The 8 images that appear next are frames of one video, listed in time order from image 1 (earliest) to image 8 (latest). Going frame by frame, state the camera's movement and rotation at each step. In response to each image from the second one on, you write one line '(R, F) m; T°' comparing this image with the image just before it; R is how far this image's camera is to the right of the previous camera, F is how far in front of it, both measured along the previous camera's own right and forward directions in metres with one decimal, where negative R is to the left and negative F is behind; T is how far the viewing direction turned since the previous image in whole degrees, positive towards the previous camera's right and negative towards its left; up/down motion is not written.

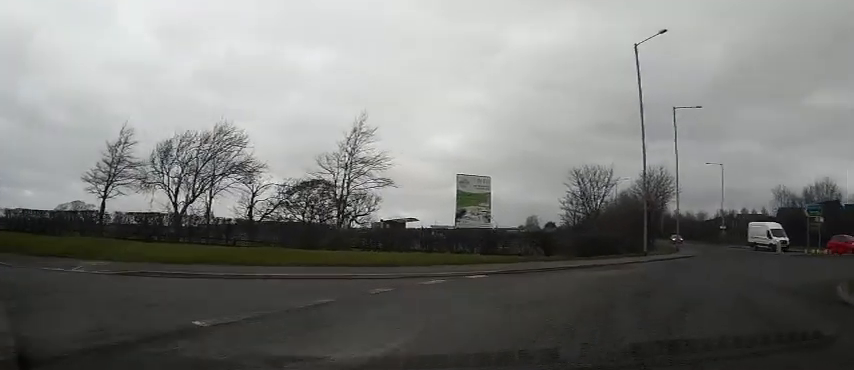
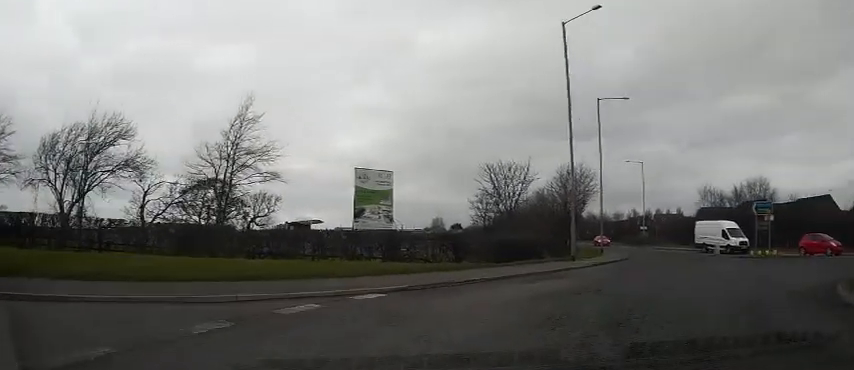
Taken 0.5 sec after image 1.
(0.0, +3.7) m; +12°
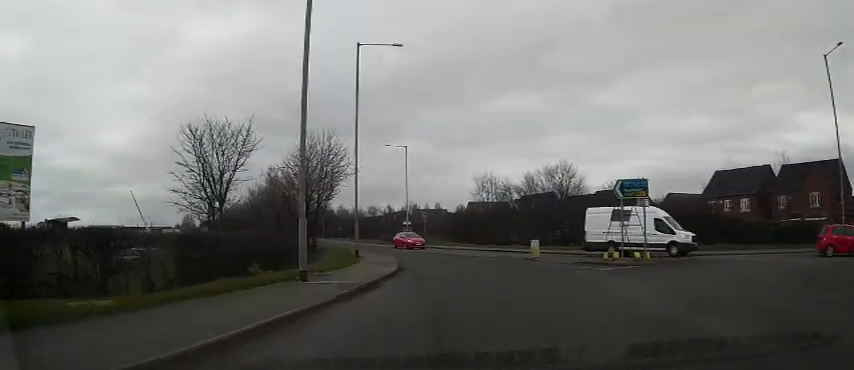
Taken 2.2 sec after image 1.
(+3.5, +11.3) m; +24°
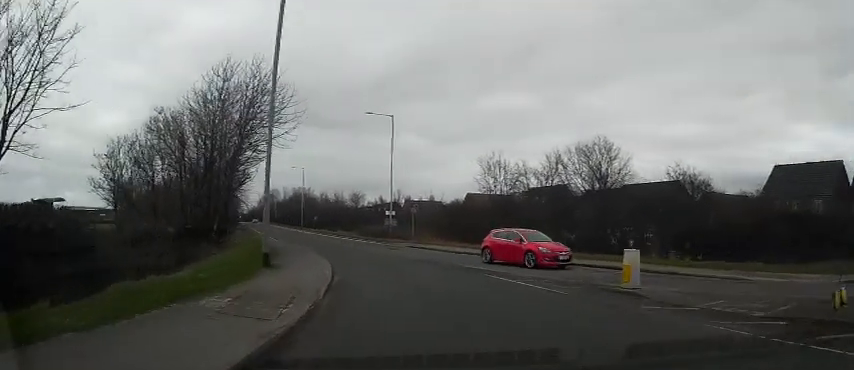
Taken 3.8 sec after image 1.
(+1.0, +13.4) m; +3°
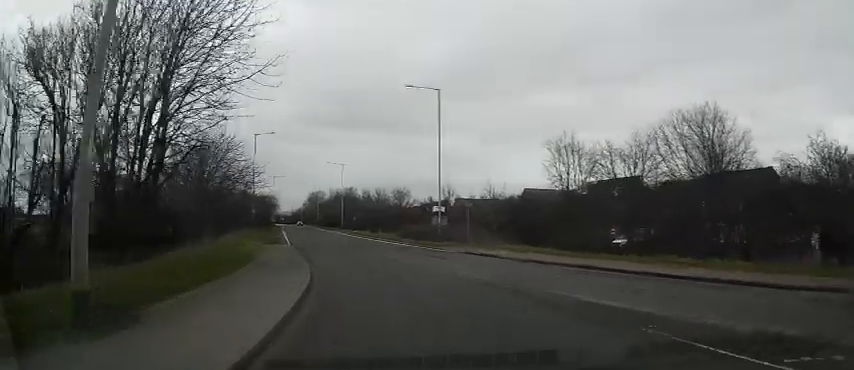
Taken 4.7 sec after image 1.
(-0.5, +9.3) m; -6°
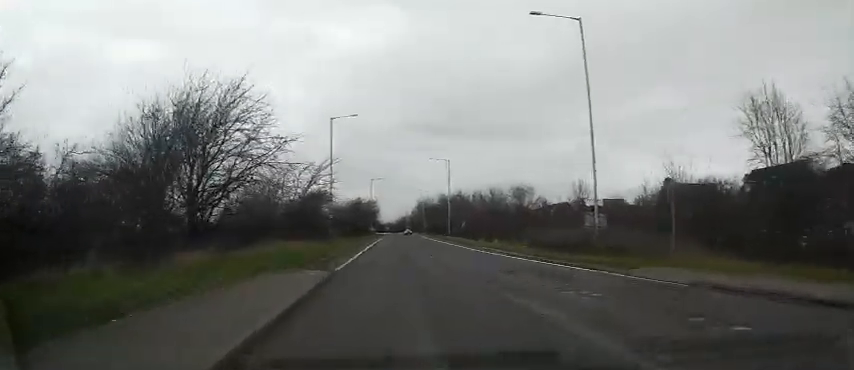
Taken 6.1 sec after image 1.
(-1.2, +14.2) m; -9°
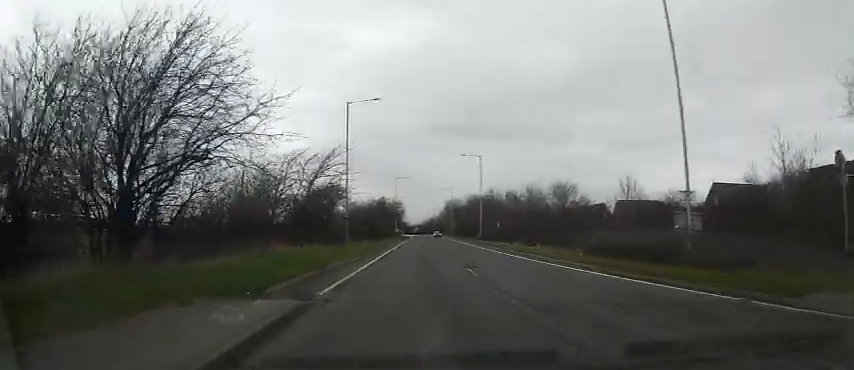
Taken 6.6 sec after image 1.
(-0.2, +5.9) m; -3°
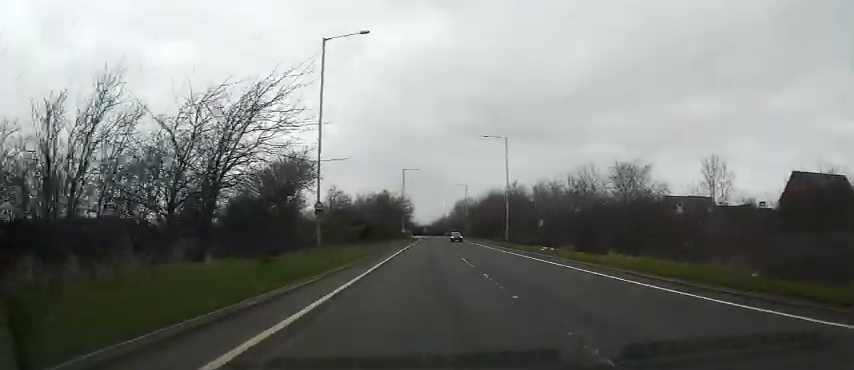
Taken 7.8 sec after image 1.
(-0.5, +14.3) m; -4°
